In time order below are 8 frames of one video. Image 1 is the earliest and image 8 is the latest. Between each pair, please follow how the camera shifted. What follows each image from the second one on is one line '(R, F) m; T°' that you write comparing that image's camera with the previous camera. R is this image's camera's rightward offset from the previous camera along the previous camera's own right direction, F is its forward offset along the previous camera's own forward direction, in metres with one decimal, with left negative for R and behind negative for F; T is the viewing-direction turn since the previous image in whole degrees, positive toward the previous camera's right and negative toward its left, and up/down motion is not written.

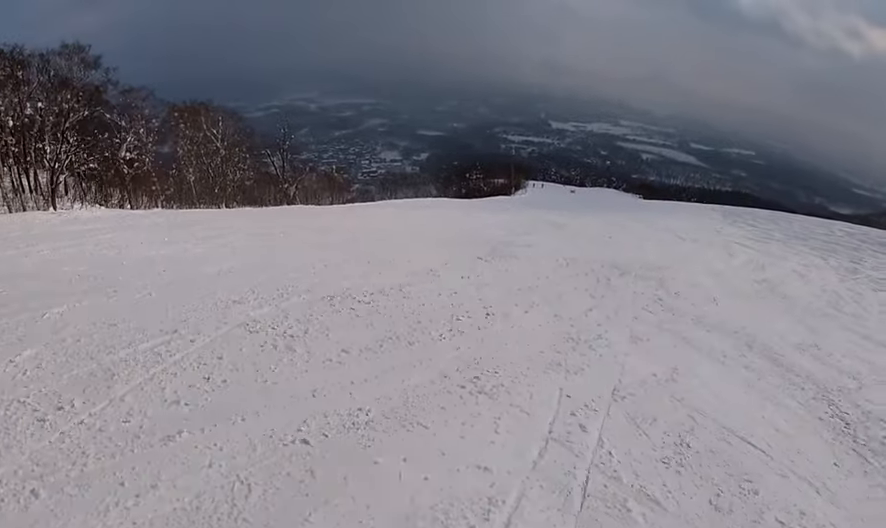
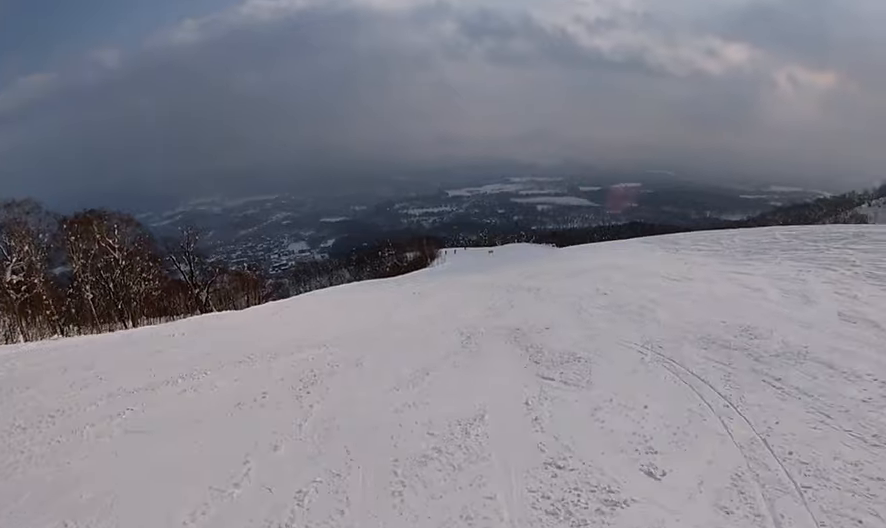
(+0.3, +6.7) m; +14°
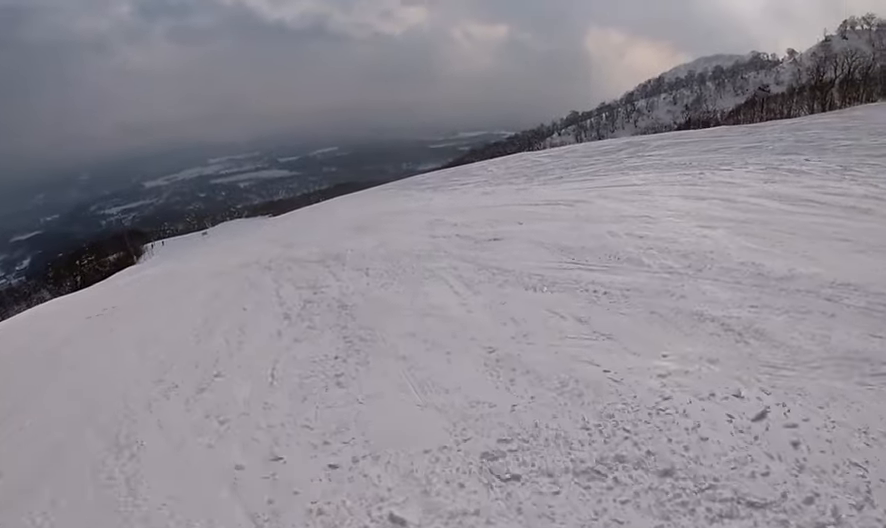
(+2.6, +11.6) m; +22°
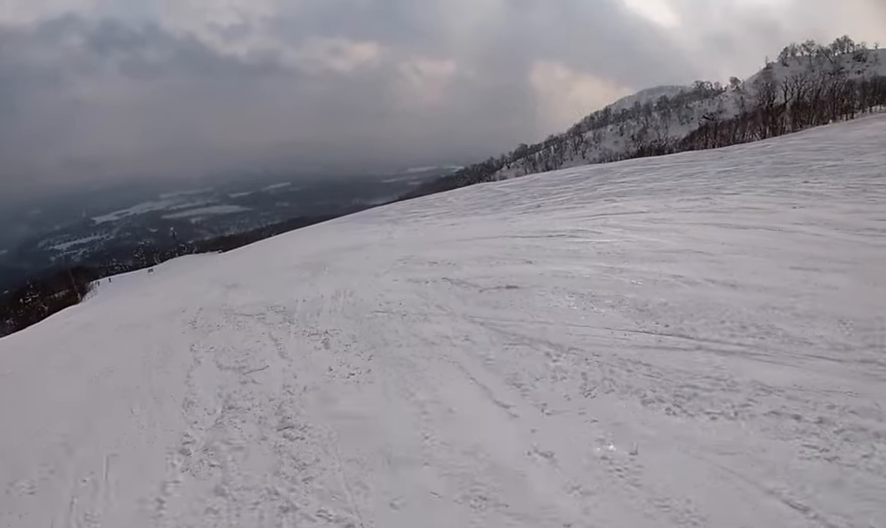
(+0.2, +3.3) m; +4°
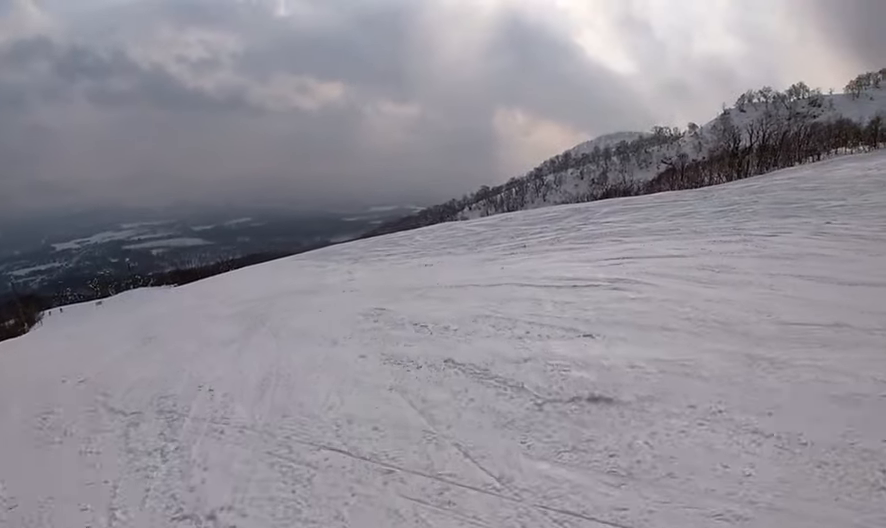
(+0.5, +4.0) m; +4°
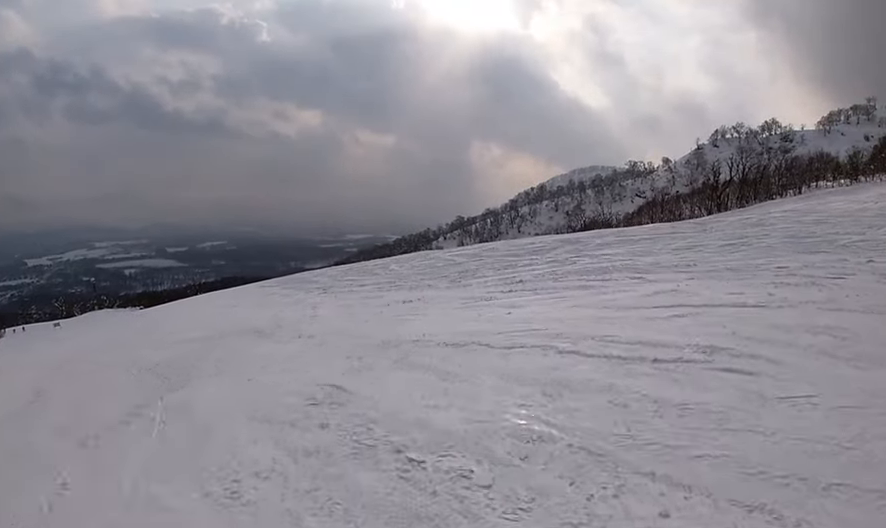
(+0.1, +3.9) m; -2°
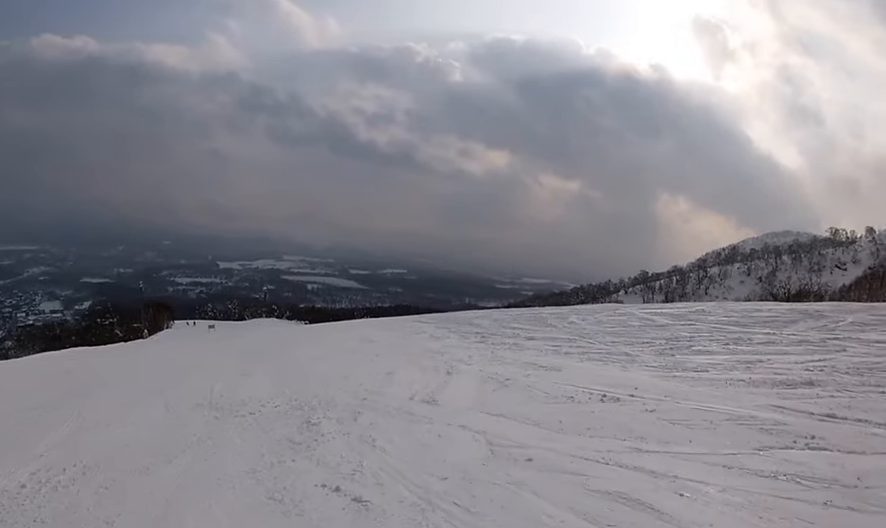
(-0.8, +7.9) m; -23°
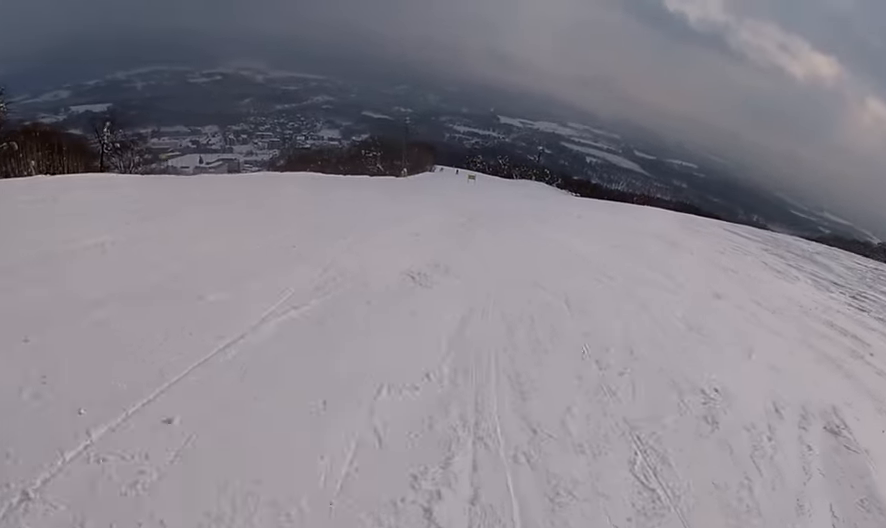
(-3.5, +8.7) m; -22°
